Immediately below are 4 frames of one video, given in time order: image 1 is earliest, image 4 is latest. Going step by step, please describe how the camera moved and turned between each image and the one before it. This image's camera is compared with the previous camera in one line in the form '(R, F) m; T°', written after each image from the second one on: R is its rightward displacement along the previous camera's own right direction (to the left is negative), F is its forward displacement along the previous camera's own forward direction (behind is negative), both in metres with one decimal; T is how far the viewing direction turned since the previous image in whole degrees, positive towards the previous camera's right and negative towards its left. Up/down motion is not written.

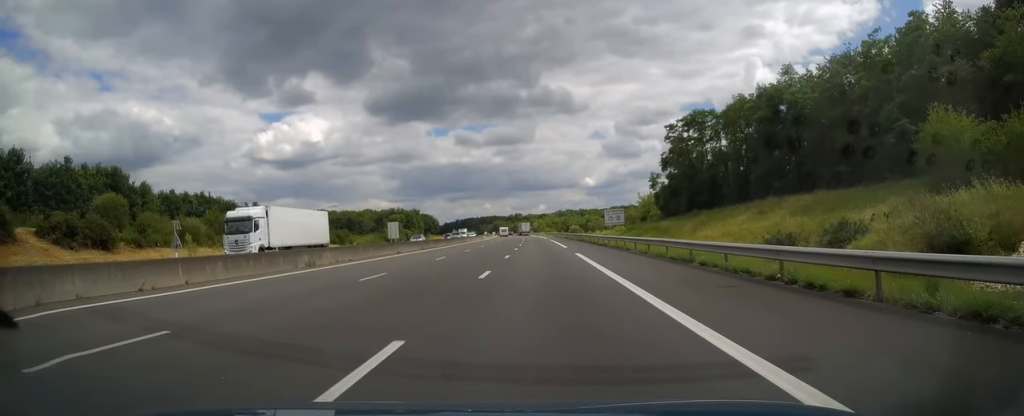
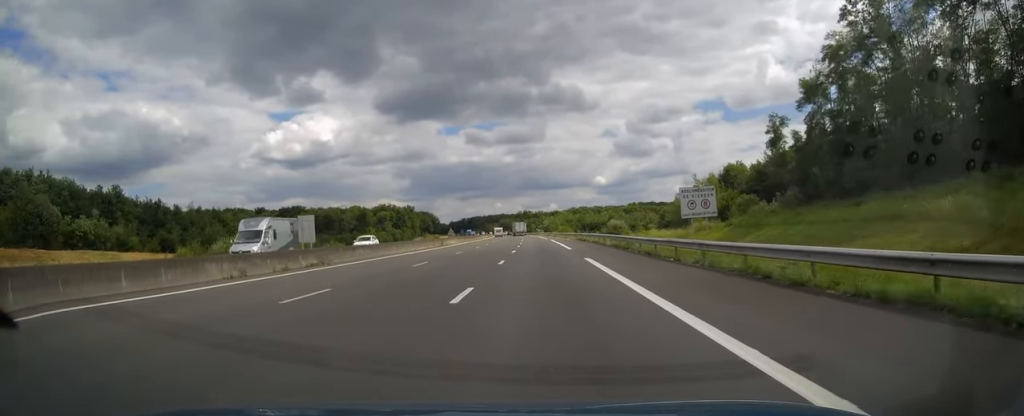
(-0.8, +57.1) m; -2°
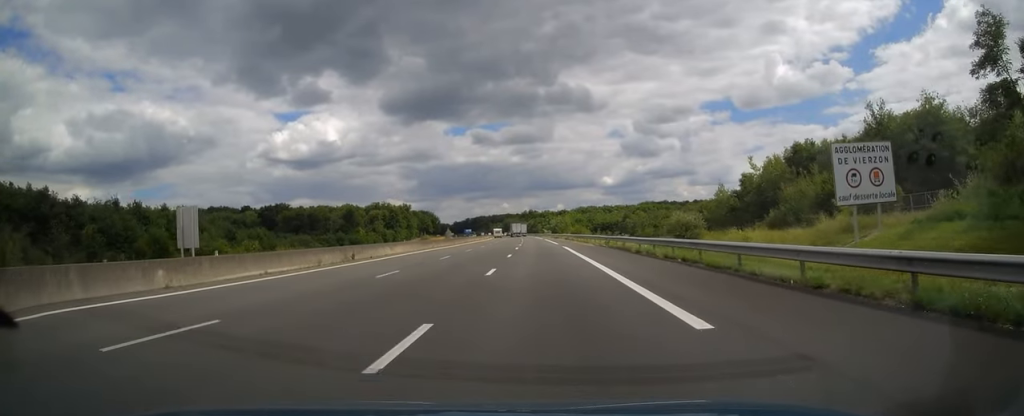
(-0.1, +31.4) m; 0°
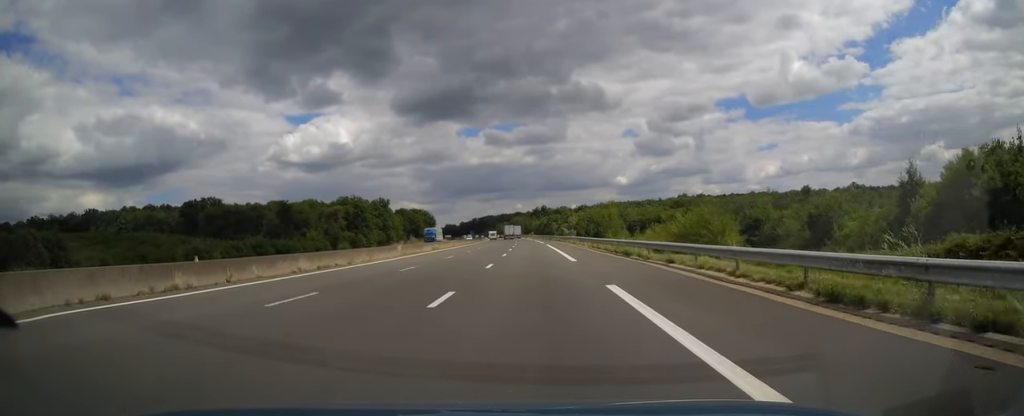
(-0.6, +84.7) m; -2°
